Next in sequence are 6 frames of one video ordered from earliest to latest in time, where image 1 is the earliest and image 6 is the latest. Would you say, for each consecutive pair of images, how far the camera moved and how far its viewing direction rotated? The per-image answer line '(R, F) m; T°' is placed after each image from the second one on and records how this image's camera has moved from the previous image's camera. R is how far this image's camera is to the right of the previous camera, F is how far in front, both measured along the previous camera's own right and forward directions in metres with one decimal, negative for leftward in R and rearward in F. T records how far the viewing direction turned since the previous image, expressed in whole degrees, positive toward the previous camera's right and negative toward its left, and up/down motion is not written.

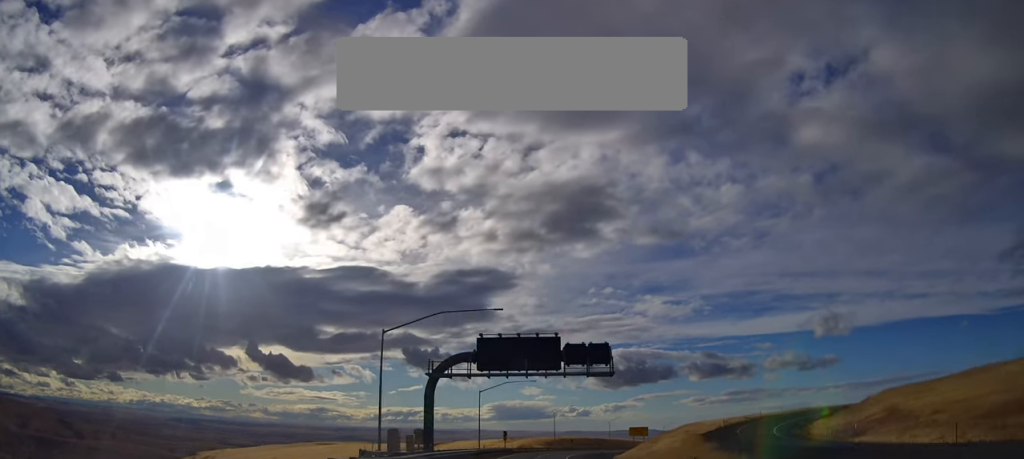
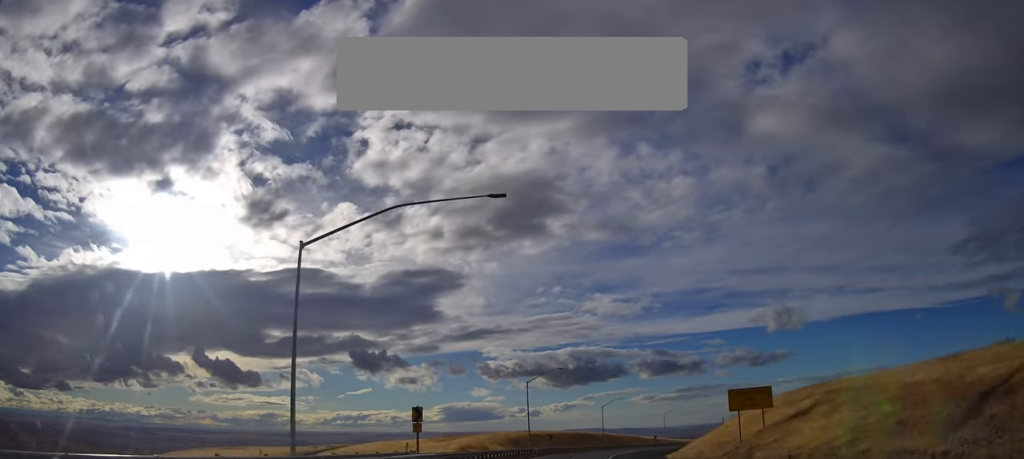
(+1.1, +81.4) m; +3°
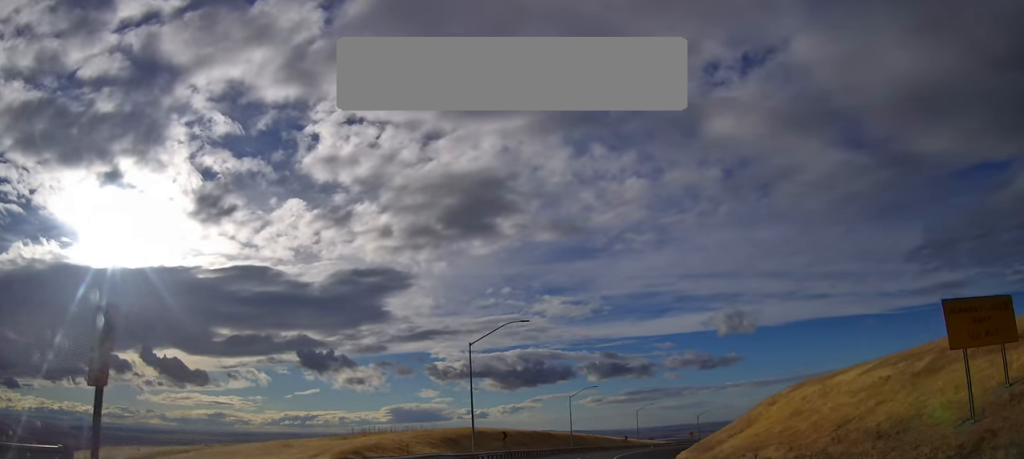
(+0.8, +33.9) m; +3°
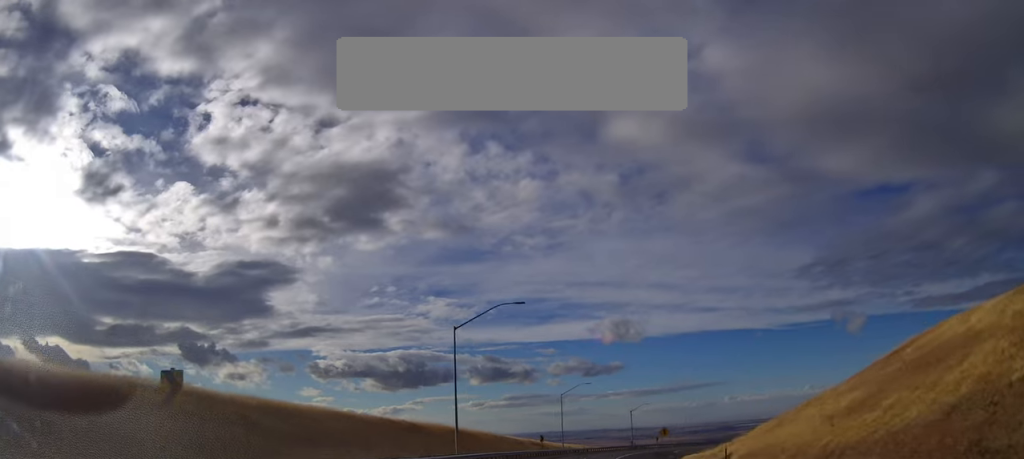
(+4.5, +67.5) m; +8°
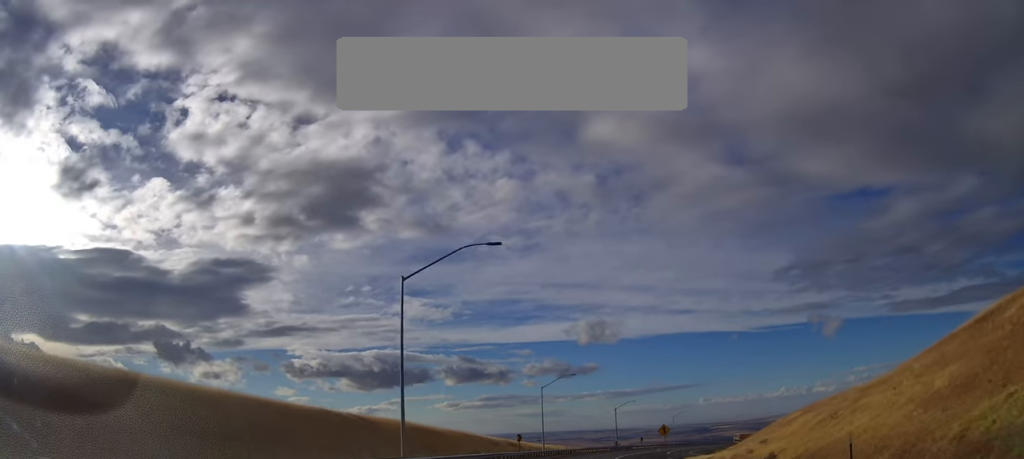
(+0.2, +13.5) m; +3°
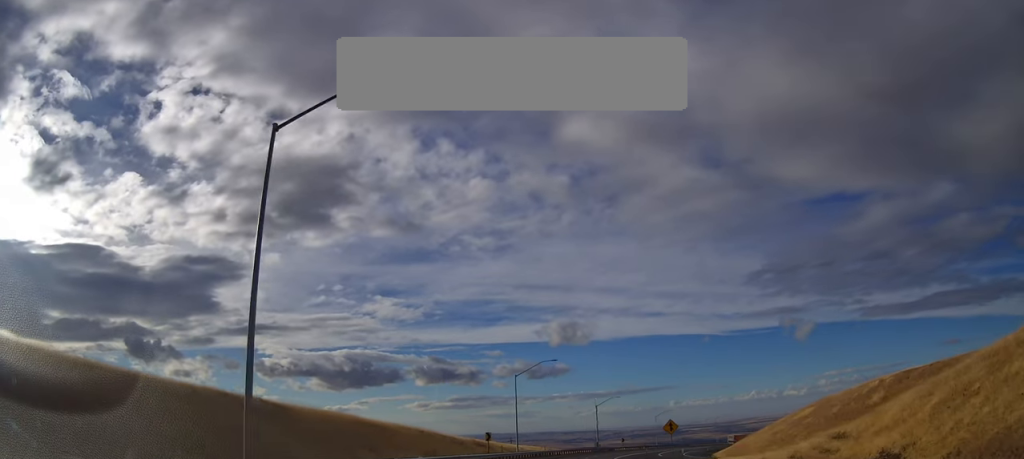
(+0.1, +16.1) m; +3°
